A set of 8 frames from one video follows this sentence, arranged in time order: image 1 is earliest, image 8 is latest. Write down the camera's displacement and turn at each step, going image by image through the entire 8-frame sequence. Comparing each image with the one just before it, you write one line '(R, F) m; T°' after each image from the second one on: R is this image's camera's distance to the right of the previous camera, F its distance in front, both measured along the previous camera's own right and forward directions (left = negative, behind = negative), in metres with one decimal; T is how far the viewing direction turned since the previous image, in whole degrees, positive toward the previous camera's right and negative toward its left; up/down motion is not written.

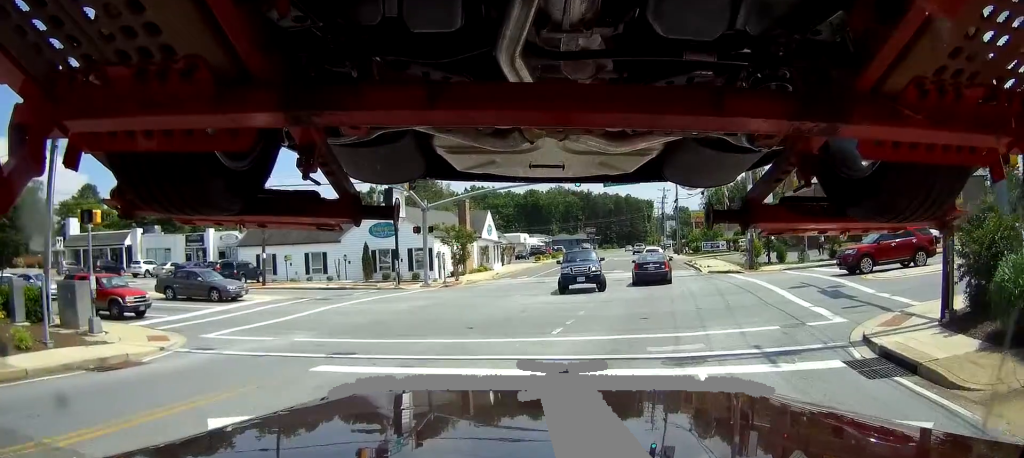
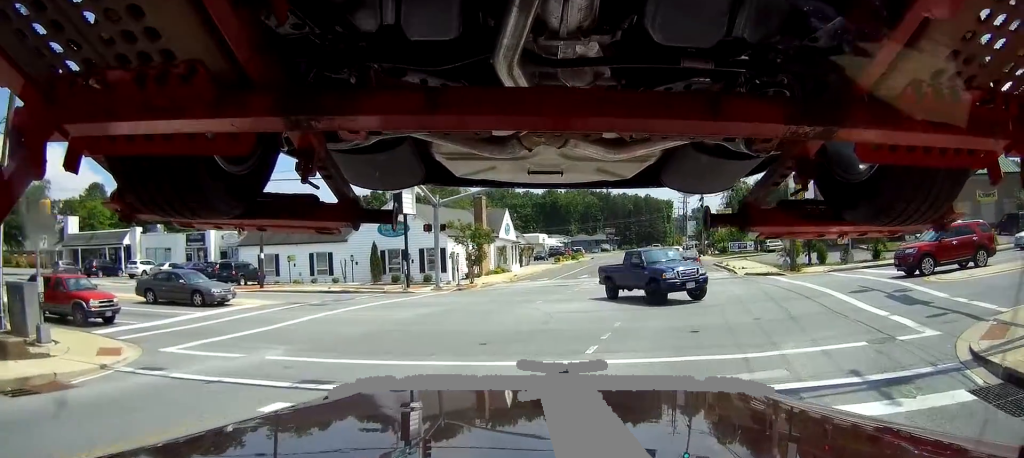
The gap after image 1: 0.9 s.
(-0.1, +3.0) m; +1°
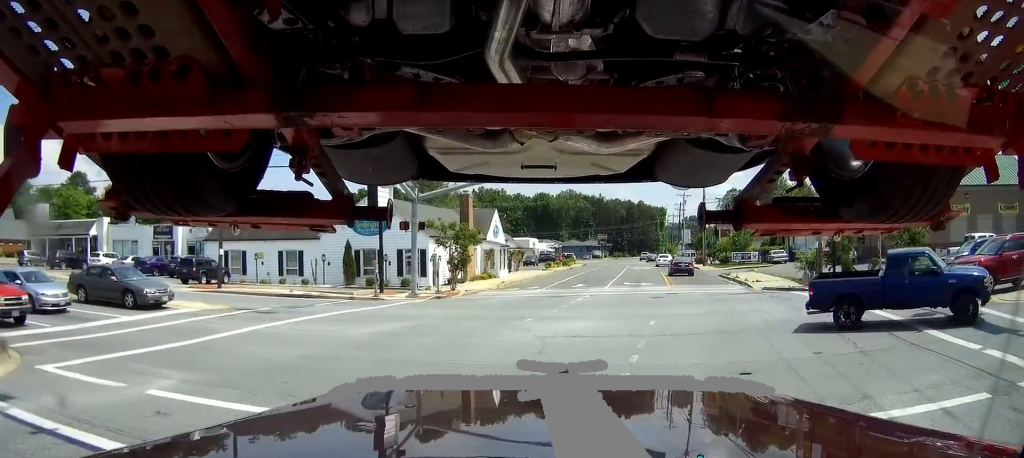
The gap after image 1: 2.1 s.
(+0.3, +4.2) m; +16°
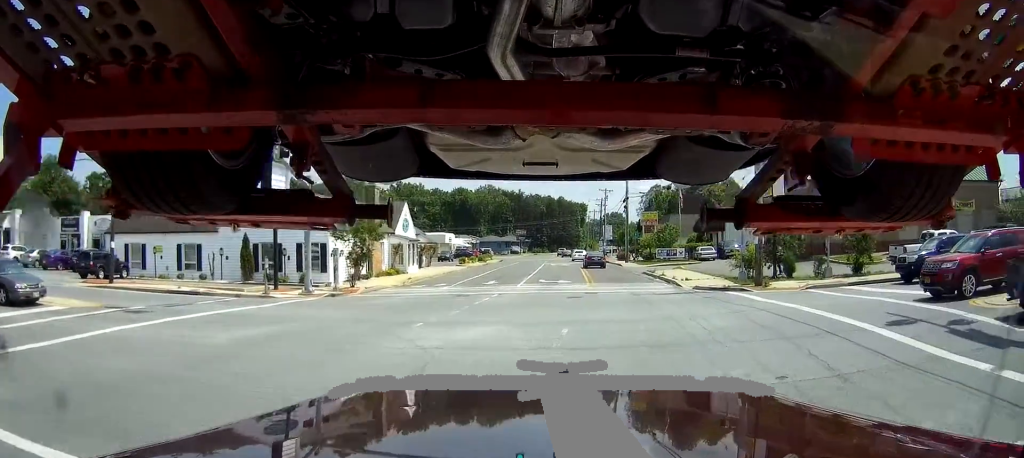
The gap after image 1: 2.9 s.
(+0.5, +3.0) m; +18°
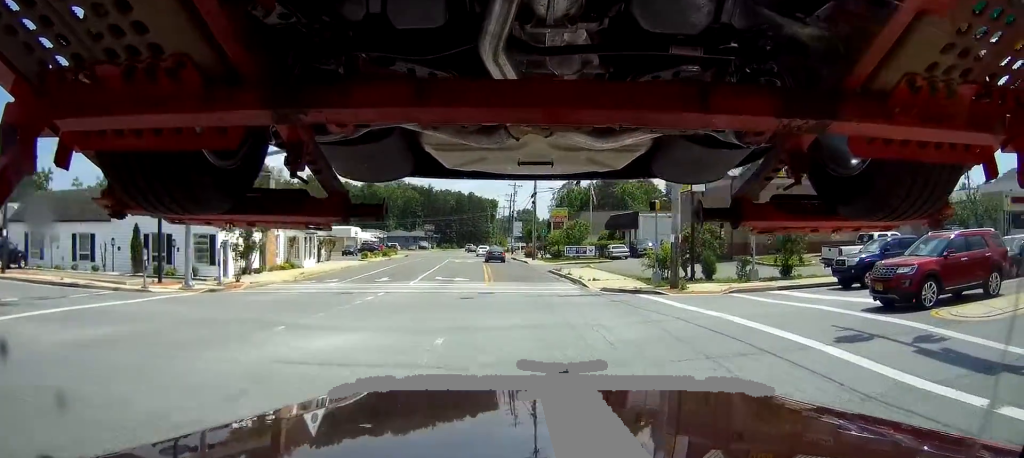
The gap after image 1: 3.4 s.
(+0.2, +2.4) m; +12°
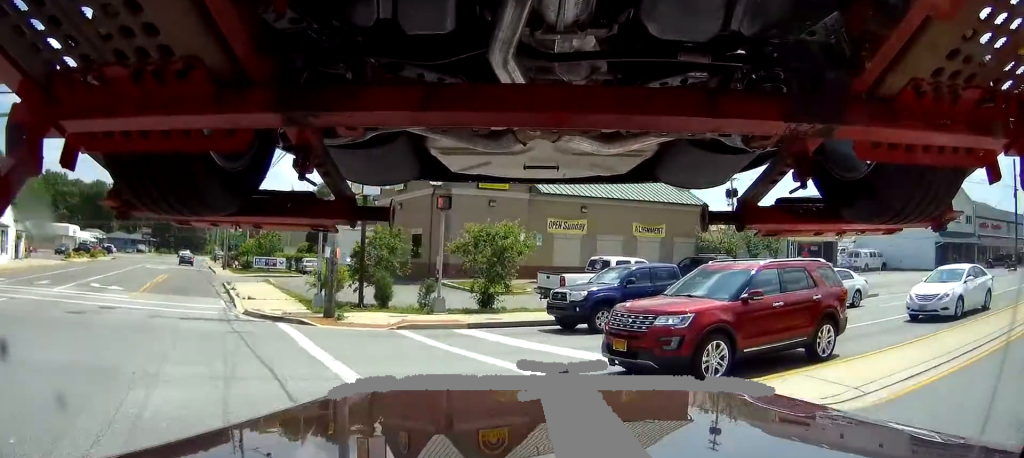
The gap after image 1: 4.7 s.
(+1.1, +6.1) m; +18°
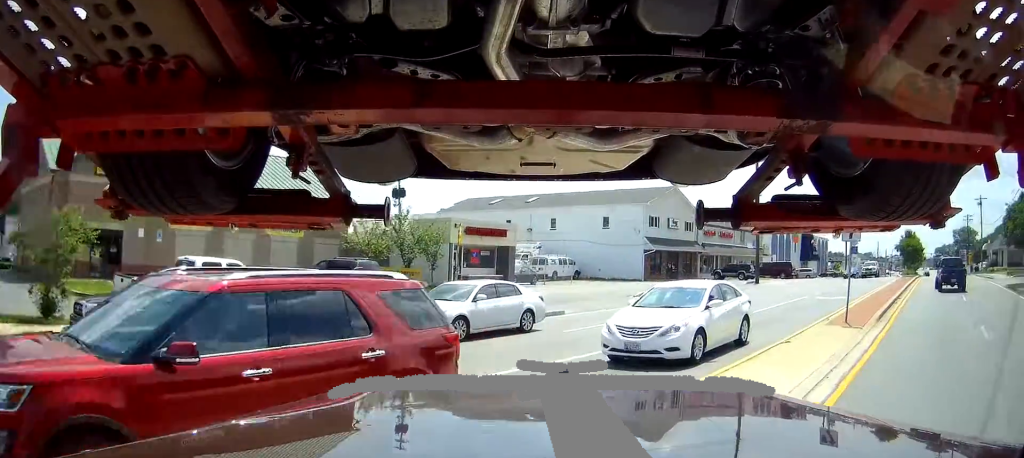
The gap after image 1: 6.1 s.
(+1.3, +5.8) m; +27°
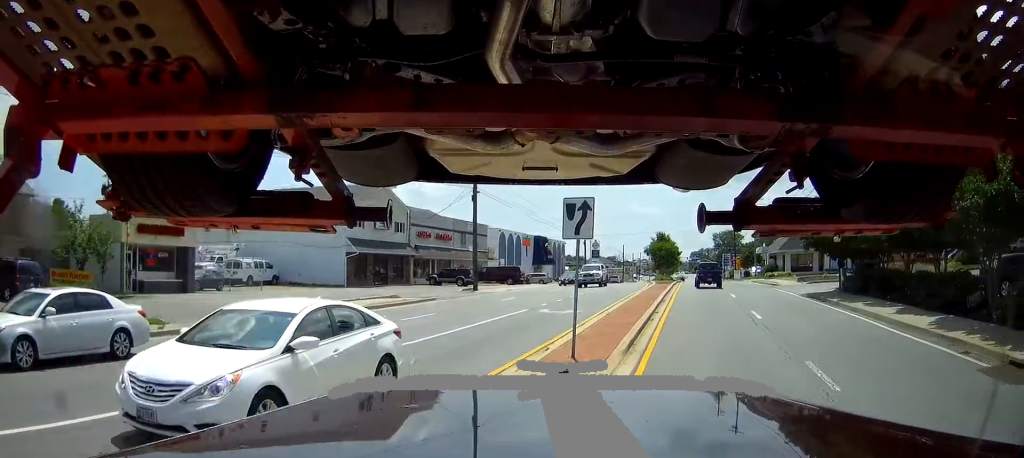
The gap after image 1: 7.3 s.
(+0.8, +5.6) m; +9°
